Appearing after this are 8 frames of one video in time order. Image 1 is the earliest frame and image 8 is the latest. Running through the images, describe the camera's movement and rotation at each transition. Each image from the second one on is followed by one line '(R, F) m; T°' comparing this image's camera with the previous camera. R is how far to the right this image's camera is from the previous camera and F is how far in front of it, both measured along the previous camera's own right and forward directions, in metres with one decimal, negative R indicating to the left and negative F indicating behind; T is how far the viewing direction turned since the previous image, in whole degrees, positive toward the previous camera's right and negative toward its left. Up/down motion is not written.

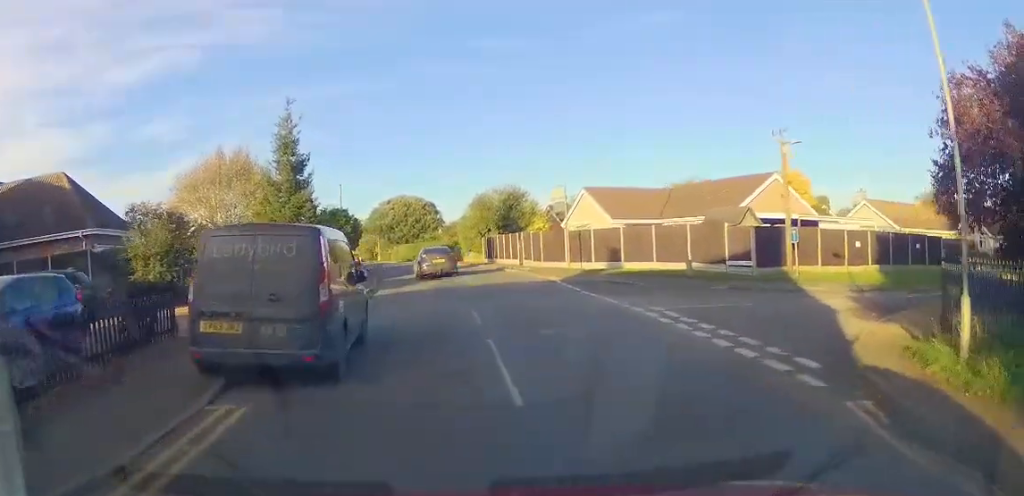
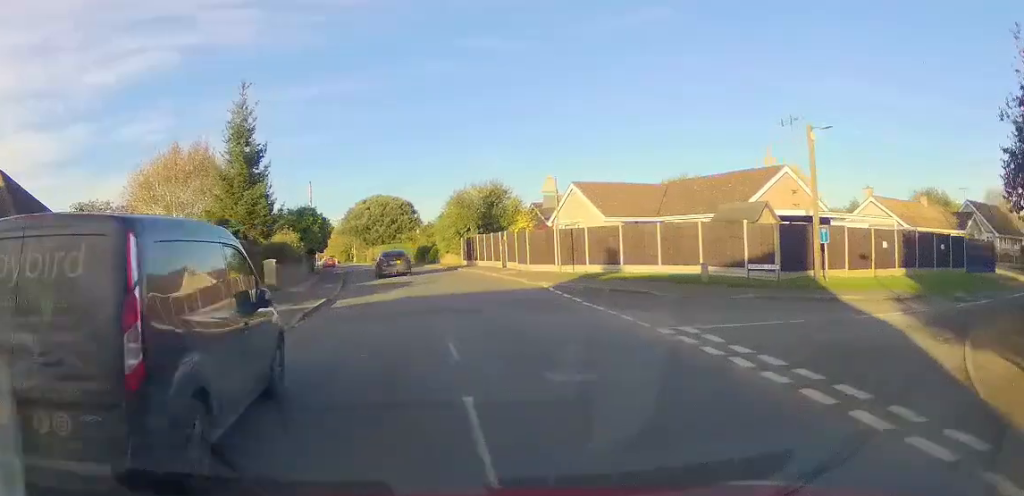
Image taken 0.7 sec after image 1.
(-0.1, +3.5) m; +5°
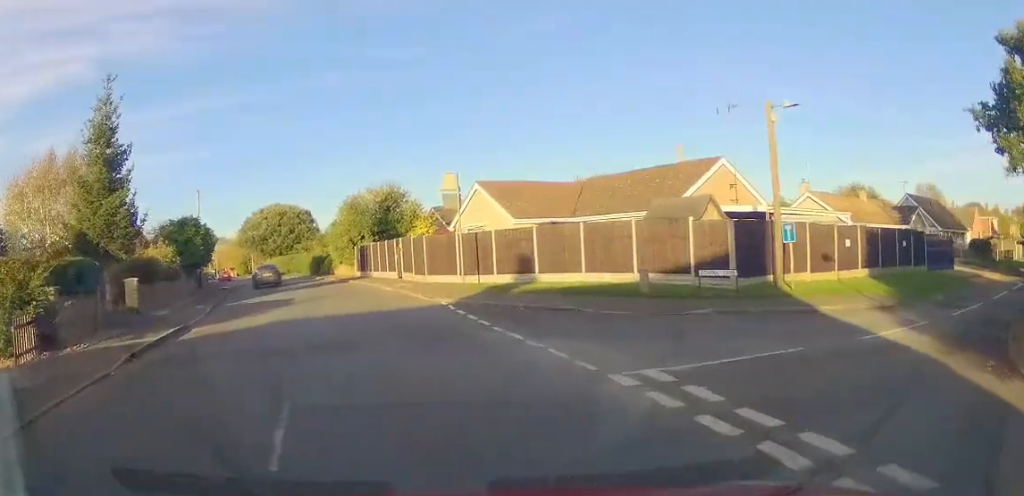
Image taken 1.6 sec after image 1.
(+0.3, +3.7) m; +12°
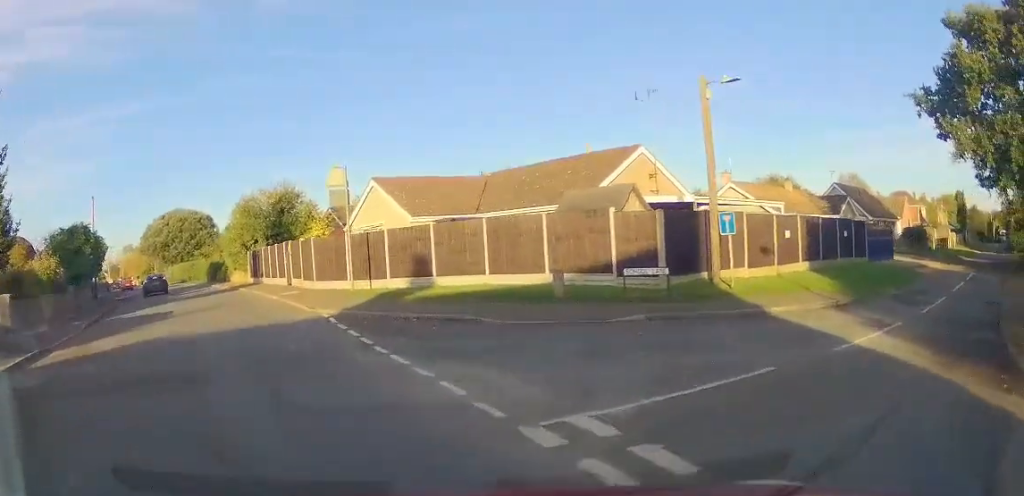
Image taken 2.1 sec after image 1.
(+0.2, +2.2) m; +10°
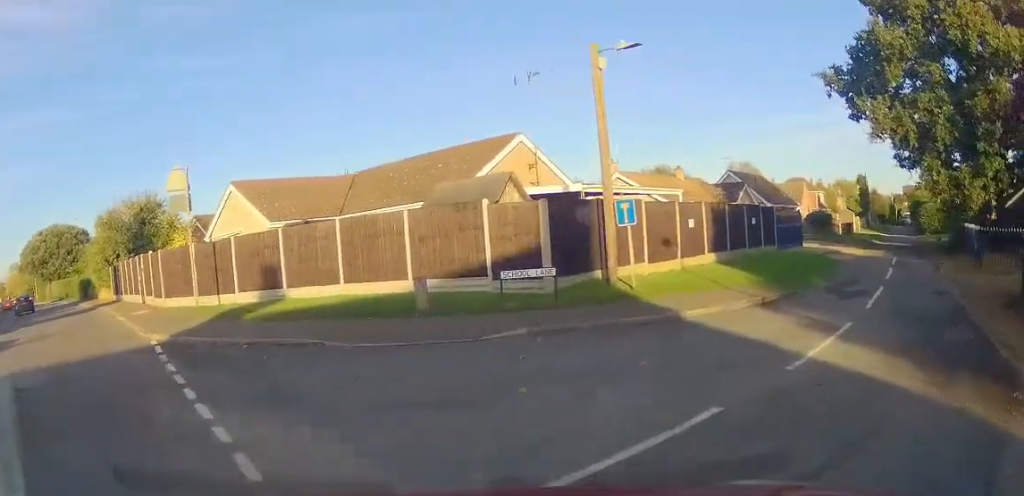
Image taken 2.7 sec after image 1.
(+0.2, +2.4) m; +12°
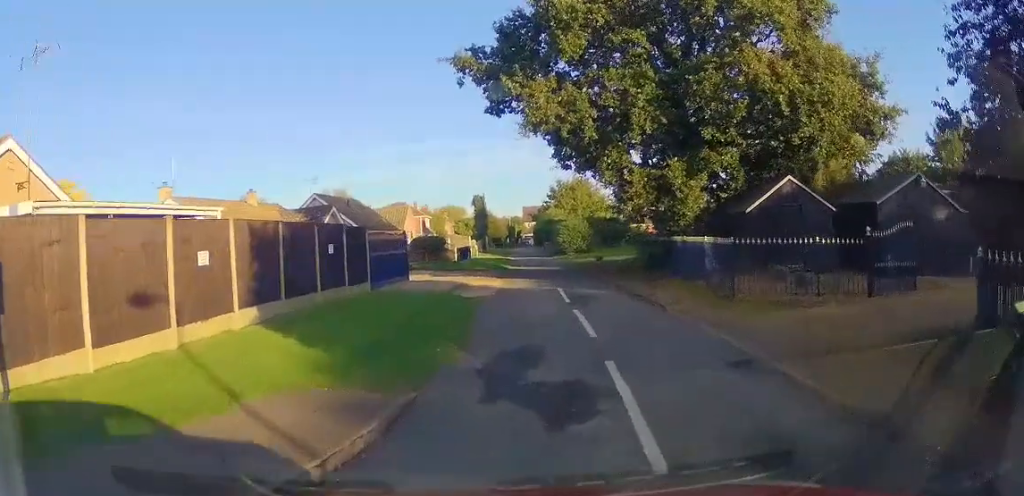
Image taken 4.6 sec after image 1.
(+2.8, +7.3) m; +34°
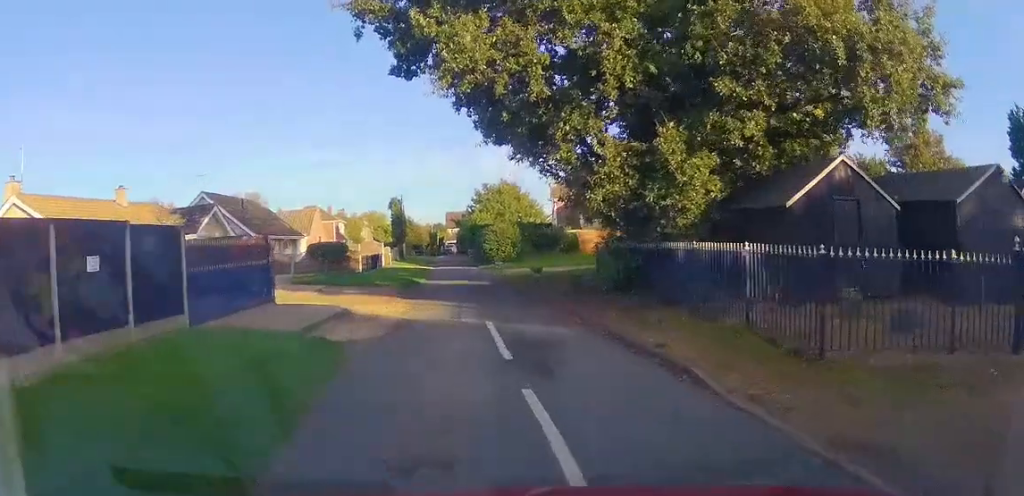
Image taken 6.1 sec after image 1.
(+0.3, +6.6) m; -4°
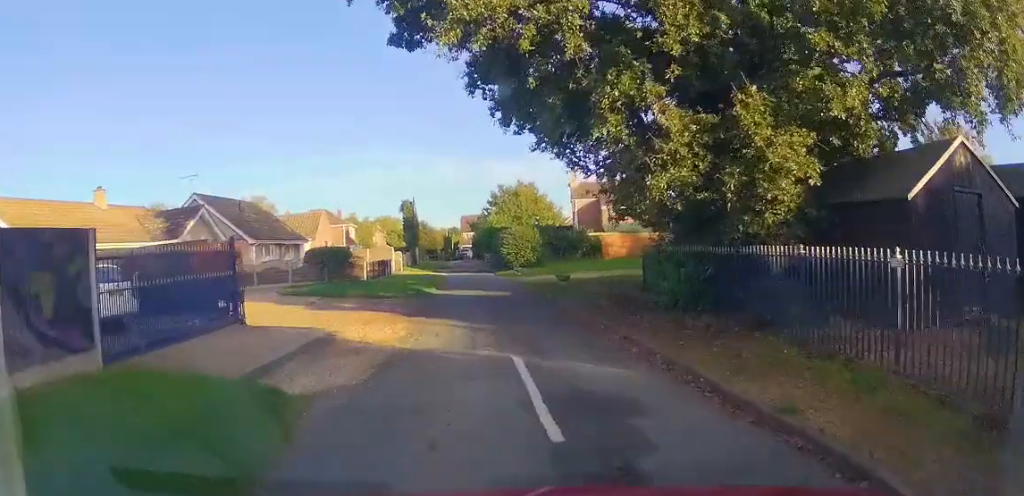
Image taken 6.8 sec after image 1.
(-0.4, +3.3) m; 0°
